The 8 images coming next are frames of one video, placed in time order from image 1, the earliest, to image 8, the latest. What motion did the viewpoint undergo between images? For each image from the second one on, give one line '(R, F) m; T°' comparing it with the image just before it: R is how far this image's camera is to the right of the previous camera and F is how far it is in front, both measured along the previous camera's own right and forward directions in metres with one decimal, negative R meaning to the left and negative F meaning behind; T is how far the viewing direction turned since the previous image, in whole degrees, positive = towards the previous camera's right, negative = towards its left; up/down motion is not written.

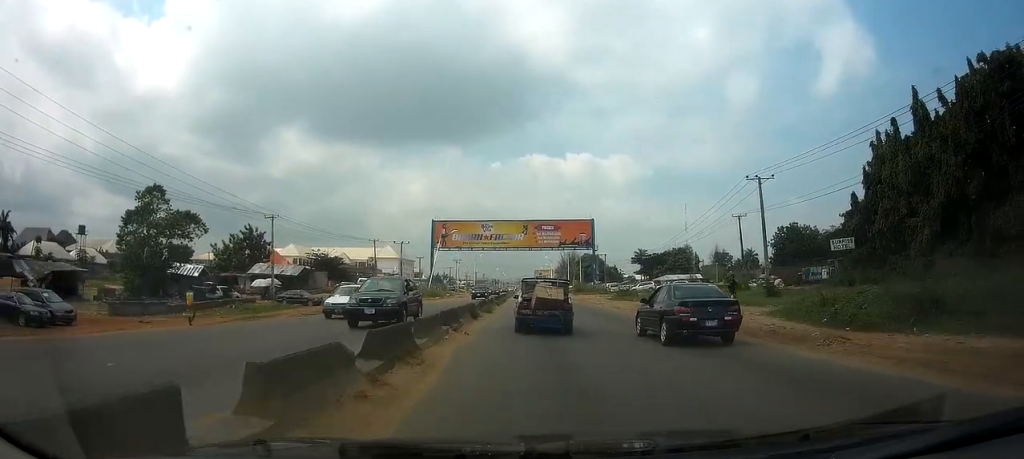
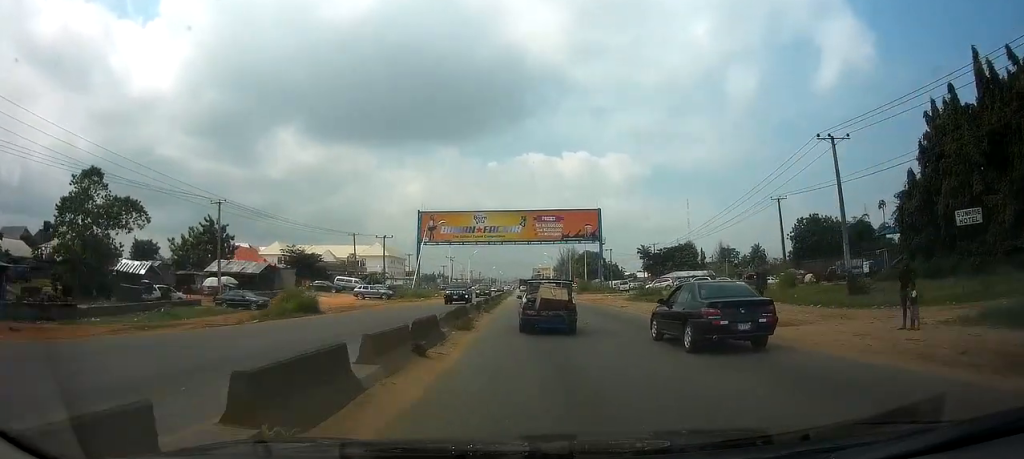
(0.0, +11.4) m; 0°
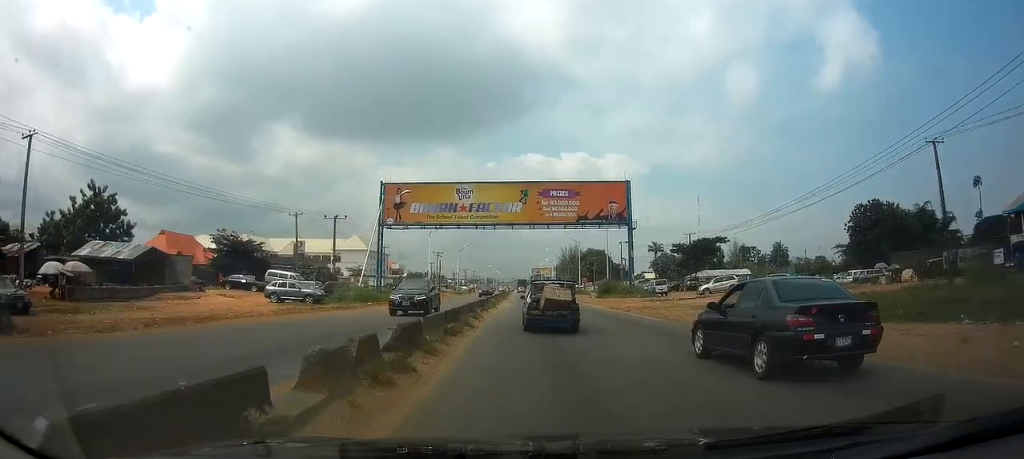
(+0.1, +23.7) m; 0°
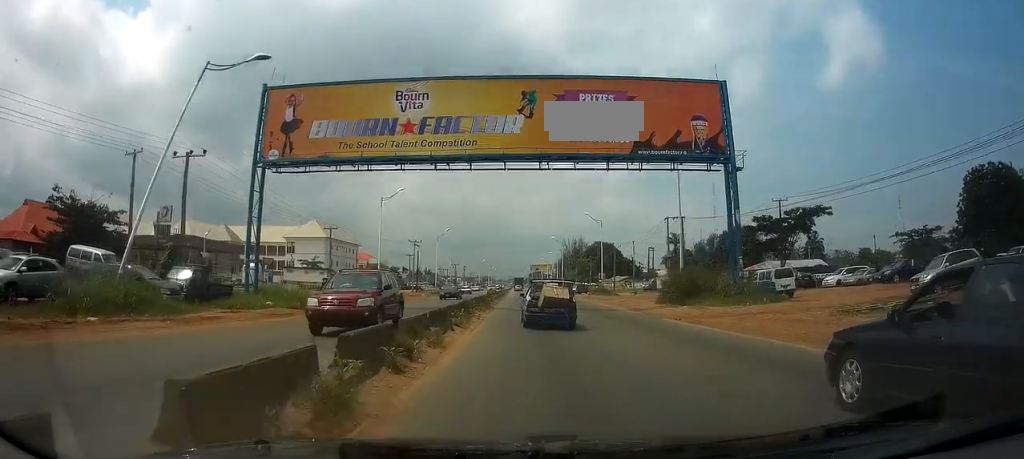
(0.0, +32.0) m; 0°
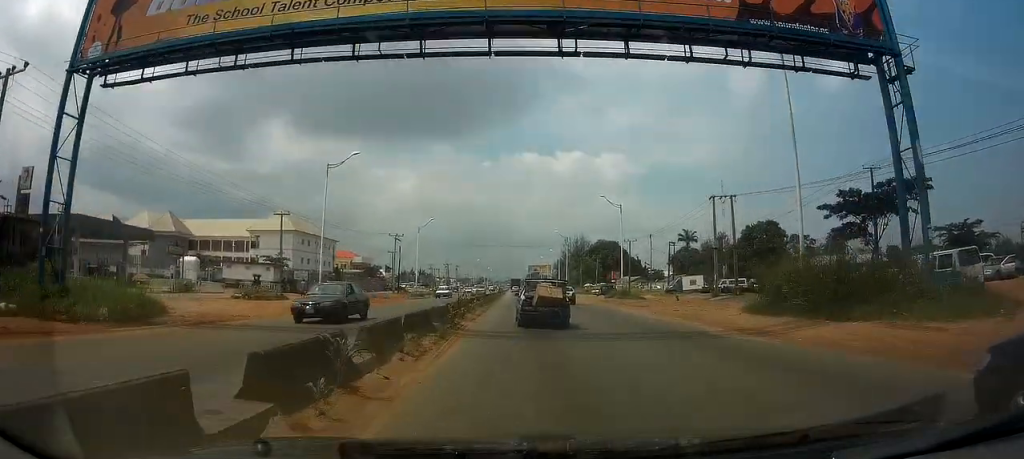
(0.0, +16.2) m; 0°
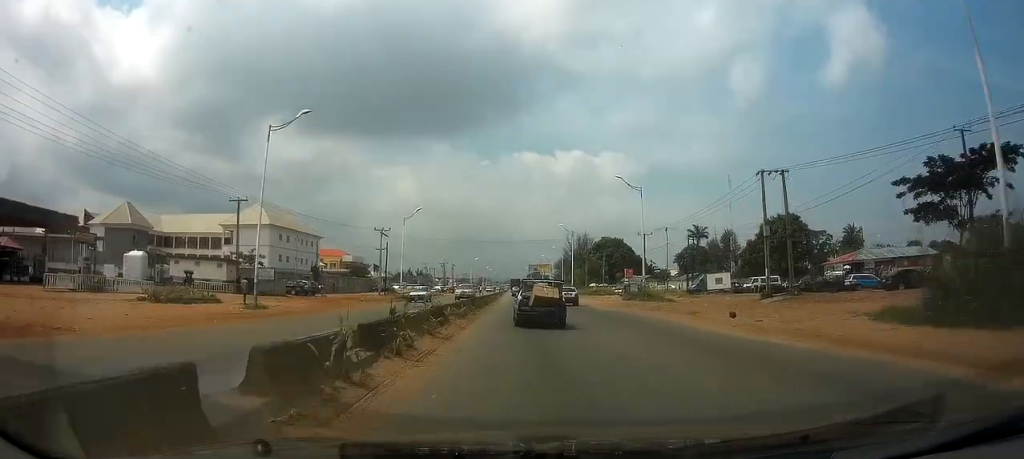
(0.0, +10.4) m; 0°
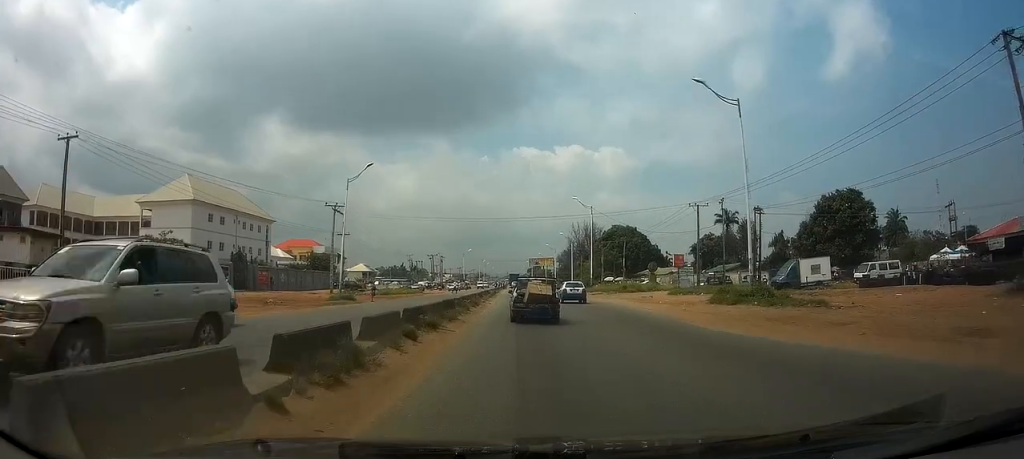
(-0.1, +24.6) m; 0°
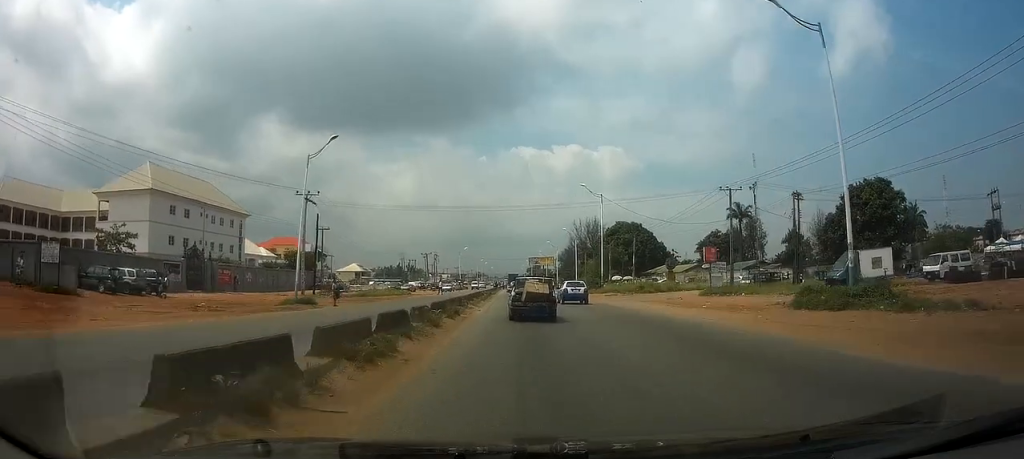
(0.0, +8.9) m; 0°
